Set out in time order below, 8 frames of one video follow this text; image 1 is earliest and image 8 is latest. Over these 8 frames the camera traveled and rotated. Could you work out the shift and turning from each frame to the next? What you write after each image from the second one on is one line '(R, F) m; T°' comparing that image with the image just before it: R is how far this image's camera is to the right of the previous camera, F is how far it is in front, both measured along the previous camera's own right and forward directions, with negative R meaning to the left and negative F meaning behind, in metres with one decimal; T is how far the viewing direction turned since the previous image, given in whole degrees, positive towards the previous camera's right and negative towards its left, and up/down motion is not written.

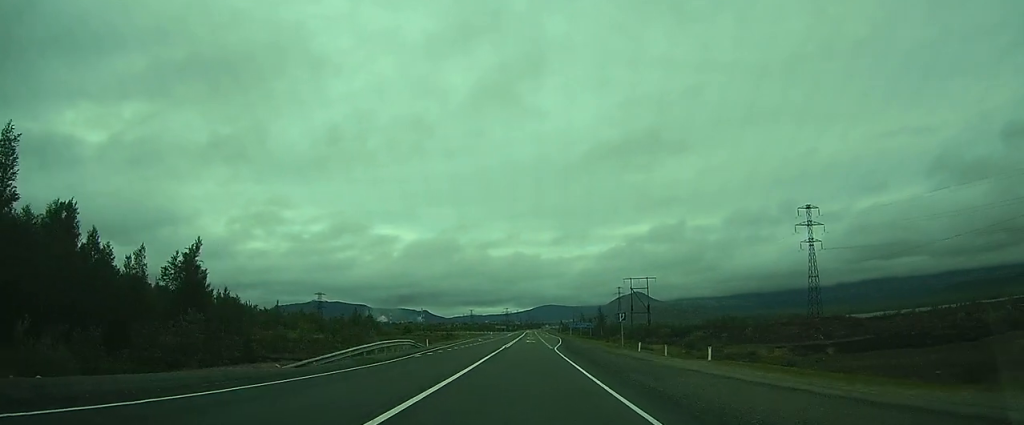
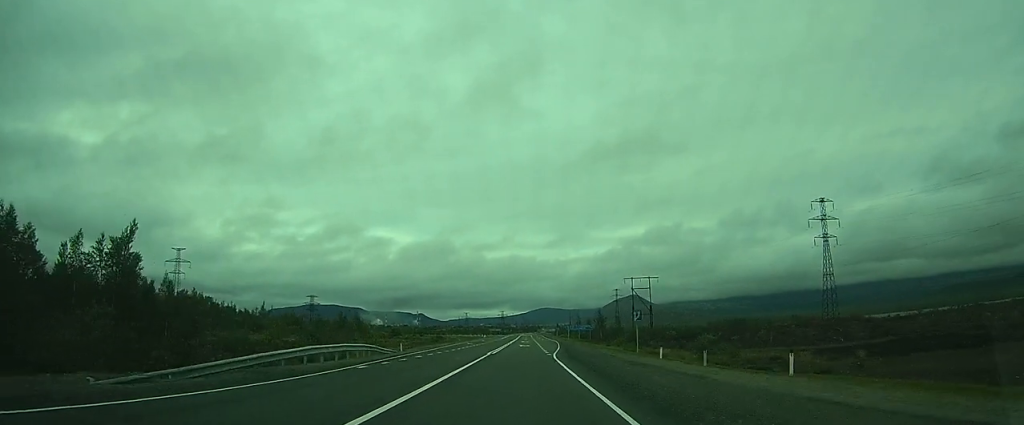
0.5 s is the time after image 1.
(-0.1, +9.4) m; 0°
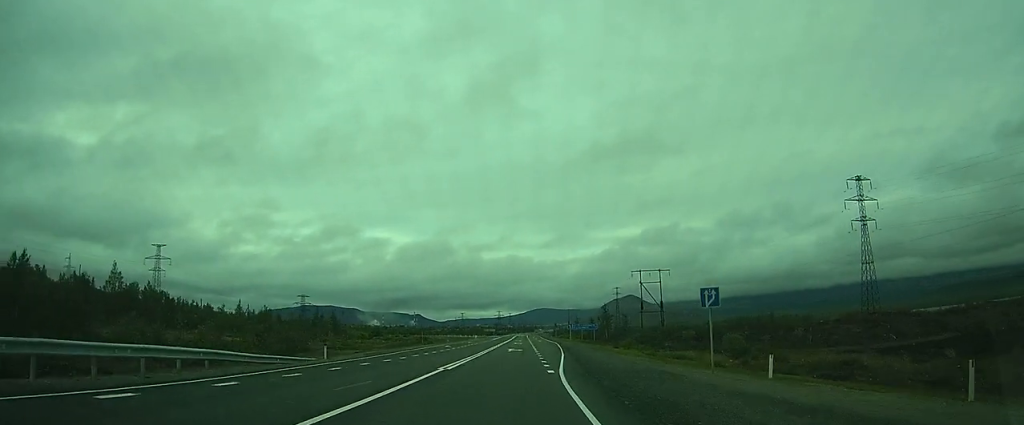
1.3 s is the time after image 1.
(0.0, +17.5) m; 0°
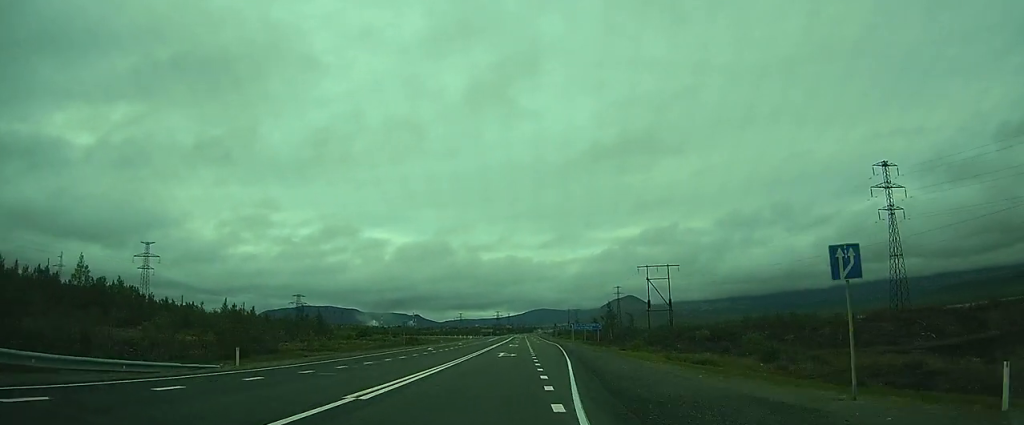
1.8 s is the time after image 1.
(0.0, +10.2) m; 0°
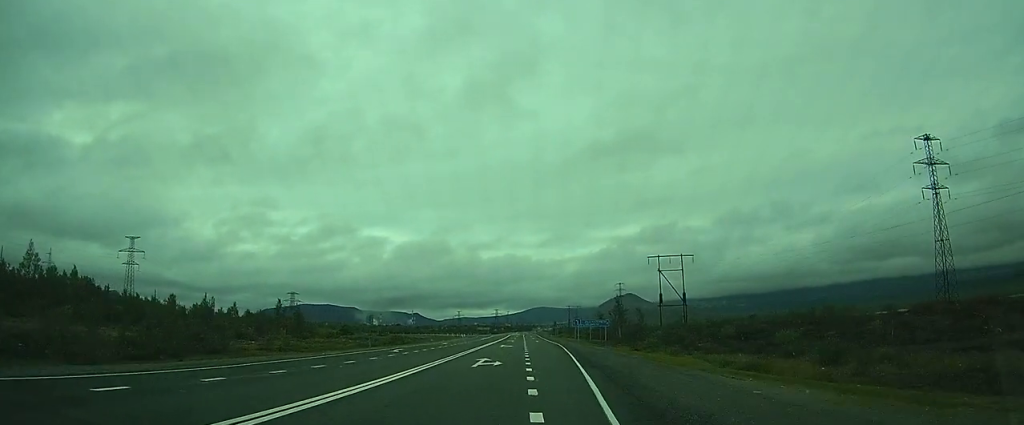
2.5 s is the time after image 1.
(0.0, +13.6) m; -1°
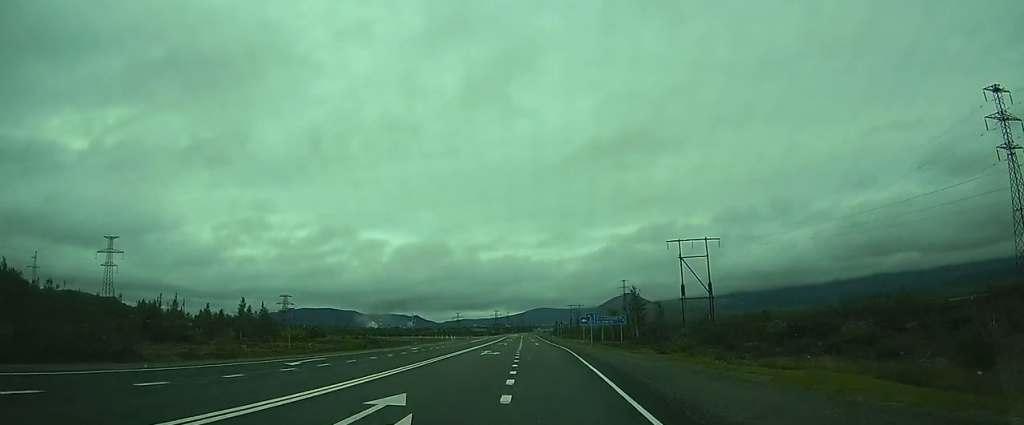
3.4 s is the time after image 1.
(-0.2, +18.2) m; -1°
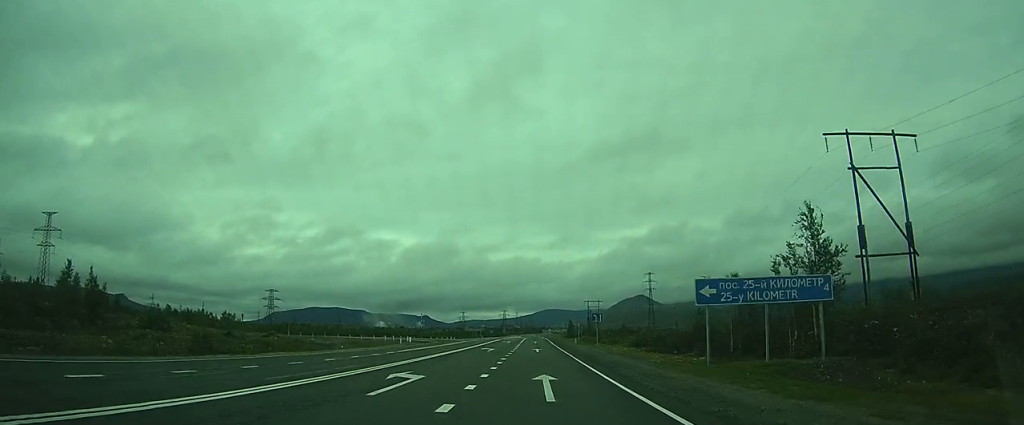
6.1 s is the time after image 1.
(+0.1, +53.9) m; +1°
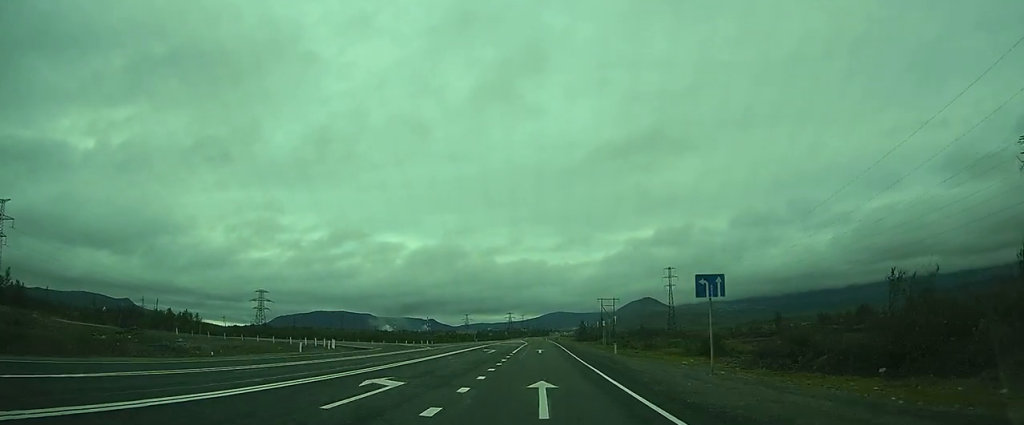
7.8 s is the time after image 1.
(0.0, +32.8) m; -1°
